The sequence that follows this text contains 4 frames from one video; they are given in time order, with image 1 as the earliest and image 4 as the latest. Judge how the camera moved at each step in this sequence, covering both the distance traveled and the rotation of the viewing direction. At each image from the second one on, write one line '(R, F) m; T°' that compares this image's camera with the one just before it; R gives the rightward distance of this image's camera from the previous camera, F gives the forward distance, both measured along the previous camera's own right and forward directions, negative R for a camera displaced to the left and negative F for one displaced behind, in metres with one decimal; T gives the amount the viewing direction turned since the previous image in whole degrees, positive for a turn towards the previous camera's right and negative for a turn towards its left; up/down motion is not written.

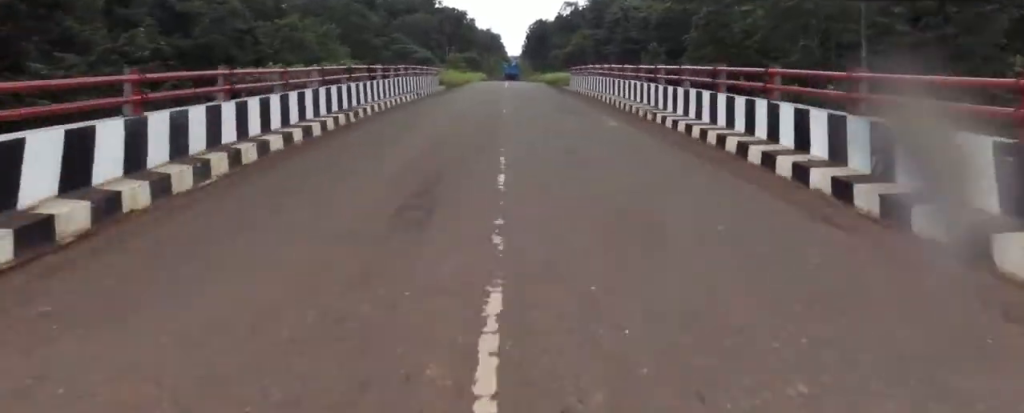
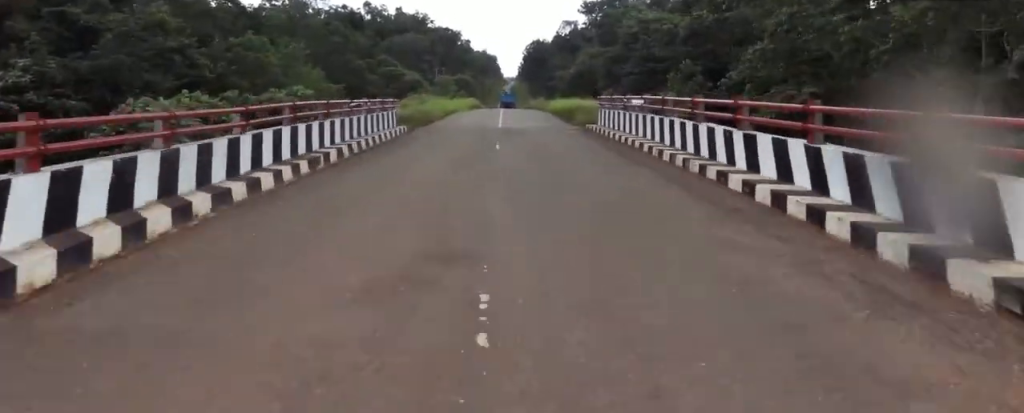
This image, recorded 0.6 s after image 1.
(+0.1, +11.7) m; 0°
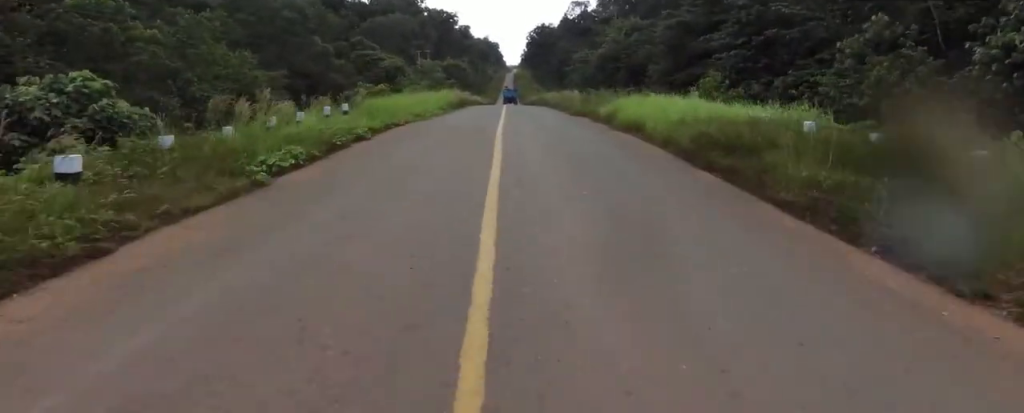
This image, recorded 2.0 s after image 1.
(-0.4, +24.1) m; -2°
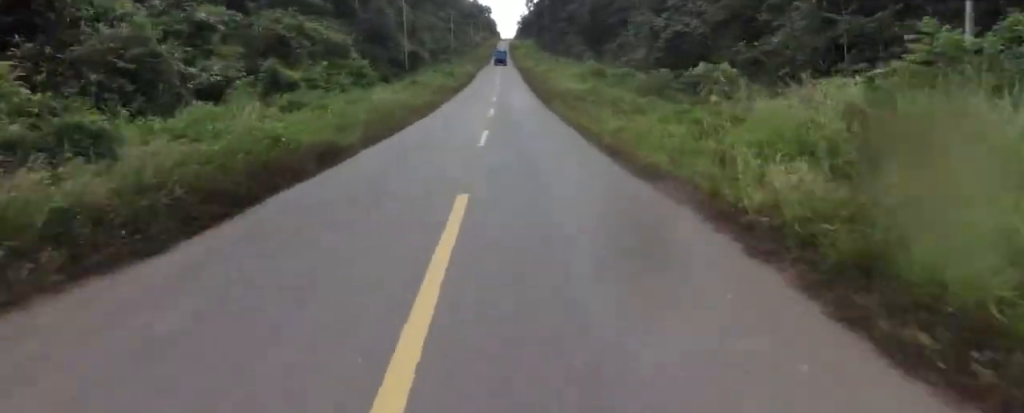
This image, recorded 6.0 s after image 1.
(+1.8, +79.7) m; -1°
